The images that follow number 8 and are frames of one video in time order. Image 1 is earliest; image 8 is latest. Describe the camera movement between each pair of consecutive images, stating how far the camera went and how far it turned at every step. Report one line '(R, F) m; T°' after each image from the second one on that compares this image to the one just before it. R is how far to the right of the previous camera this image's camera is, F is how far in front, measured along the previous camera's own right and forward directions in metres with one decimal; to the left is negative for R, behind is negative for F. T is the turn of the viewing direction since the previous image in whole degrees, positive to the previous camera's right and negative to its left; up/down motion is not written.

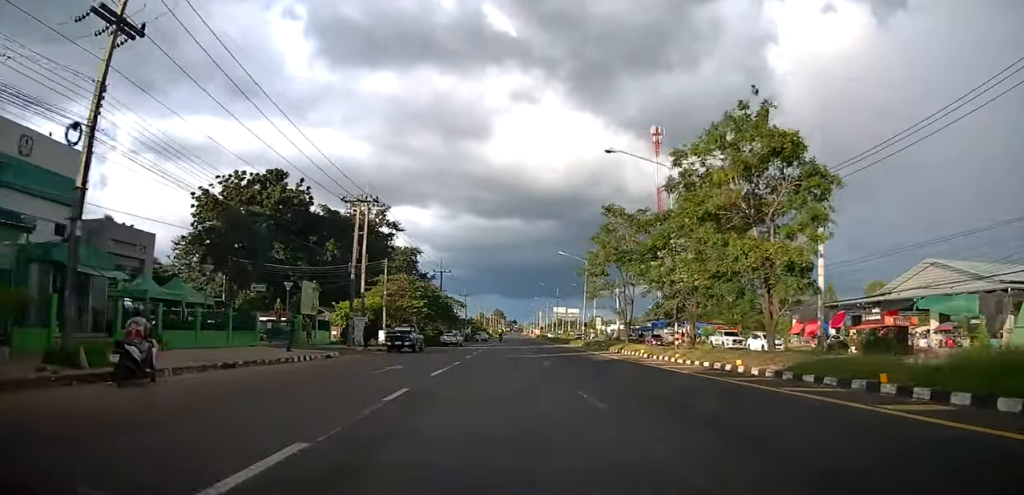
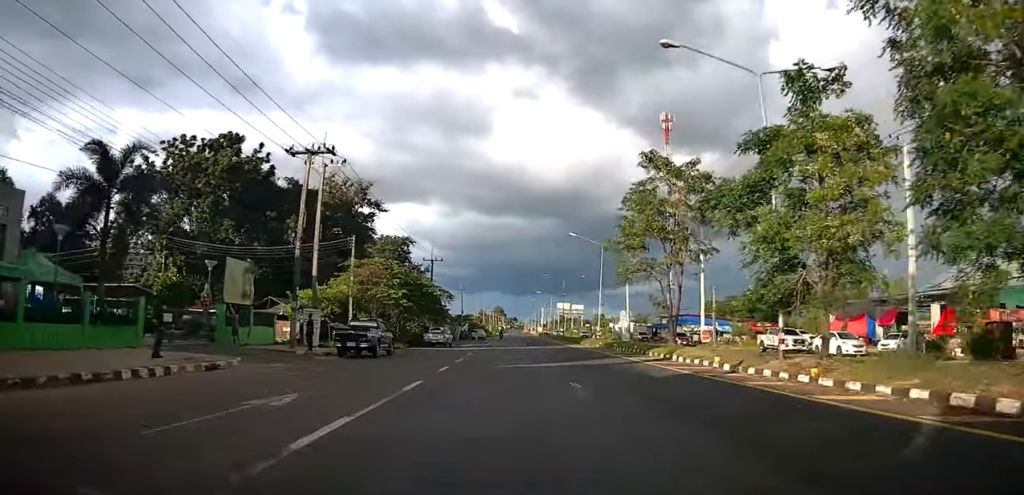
(0.0, +10.2) m; 0°
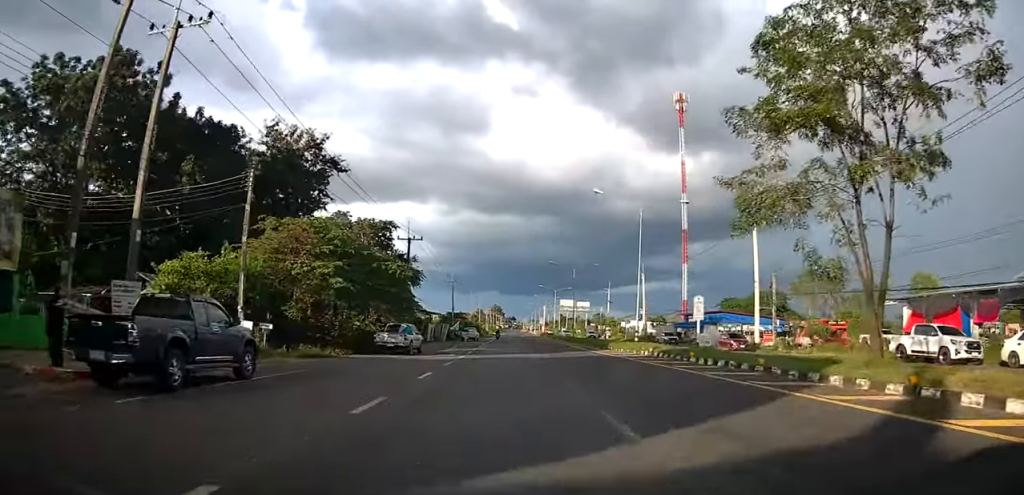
(0.0, +15.5) m; 0°
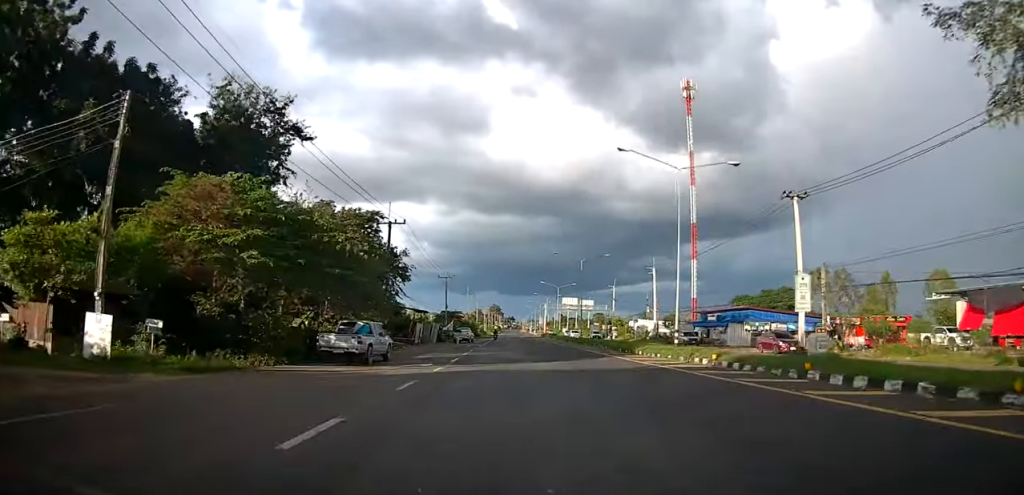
(0.0, +8.5) m; 0°
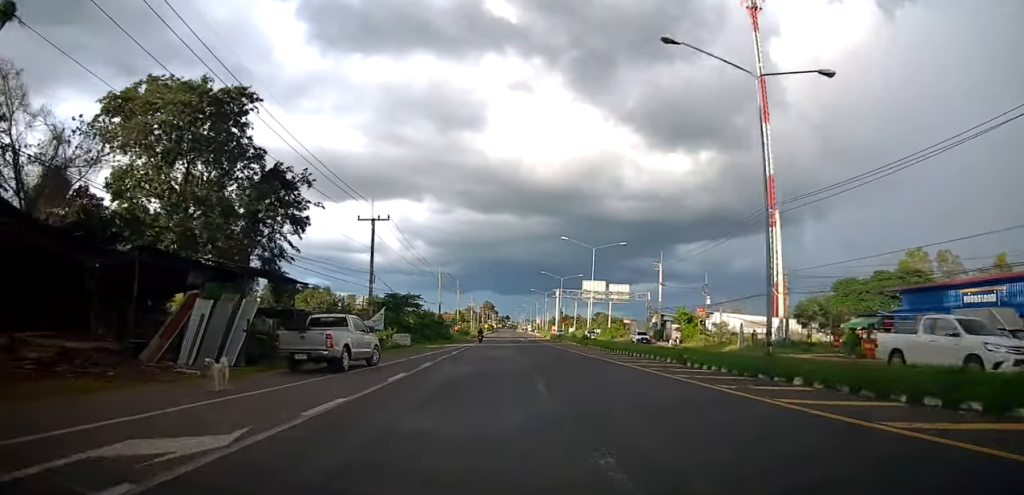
(-0.1, +46.0) m; 0°
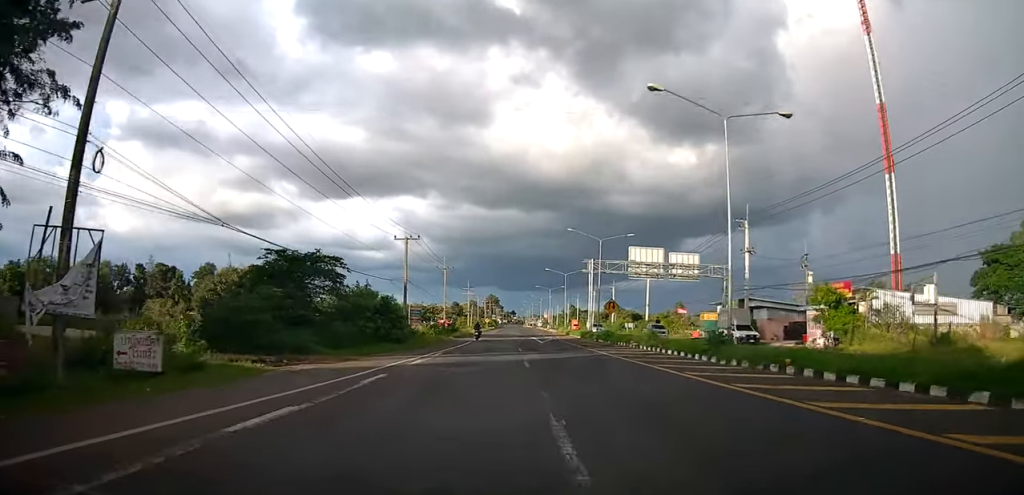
(+0.8, +32.1) m; +2°
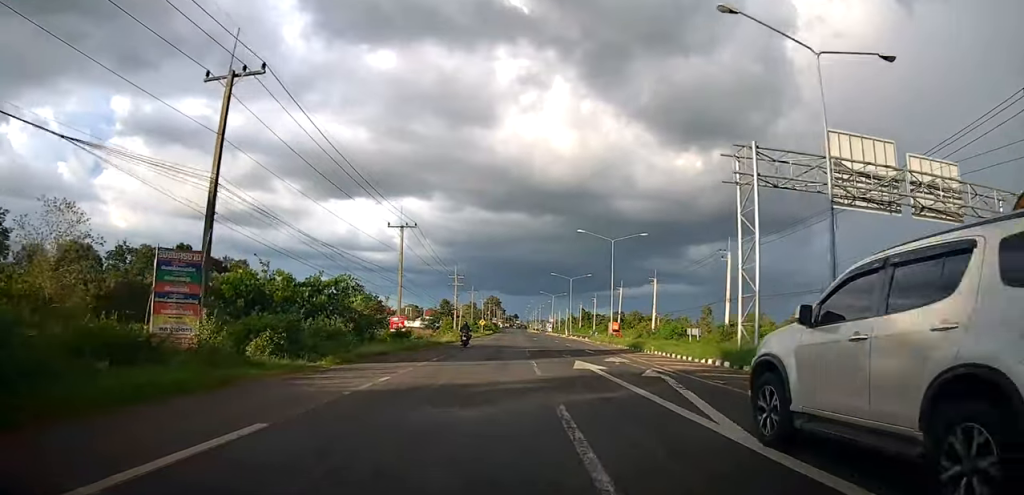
(-1.4, +37.1) m; -3°
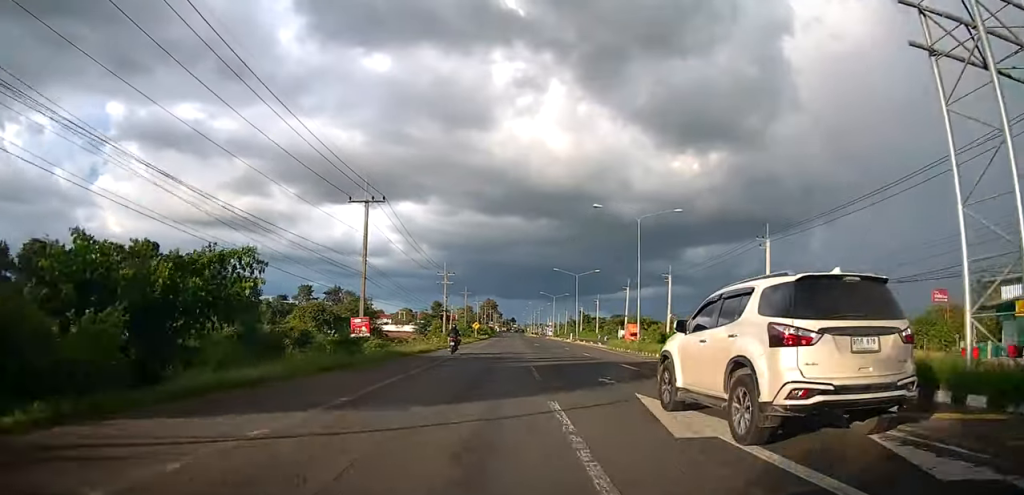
(+0.3, +11.3) m; +1°
